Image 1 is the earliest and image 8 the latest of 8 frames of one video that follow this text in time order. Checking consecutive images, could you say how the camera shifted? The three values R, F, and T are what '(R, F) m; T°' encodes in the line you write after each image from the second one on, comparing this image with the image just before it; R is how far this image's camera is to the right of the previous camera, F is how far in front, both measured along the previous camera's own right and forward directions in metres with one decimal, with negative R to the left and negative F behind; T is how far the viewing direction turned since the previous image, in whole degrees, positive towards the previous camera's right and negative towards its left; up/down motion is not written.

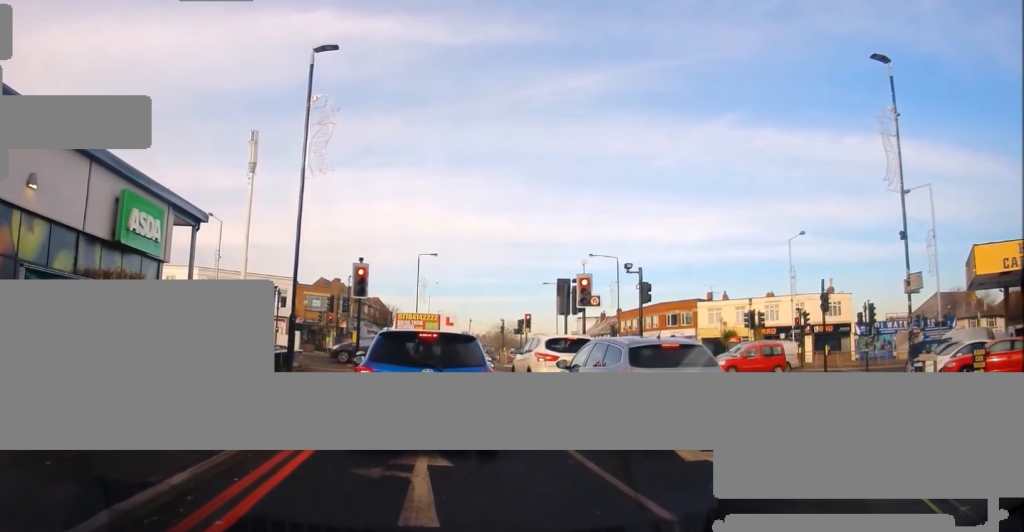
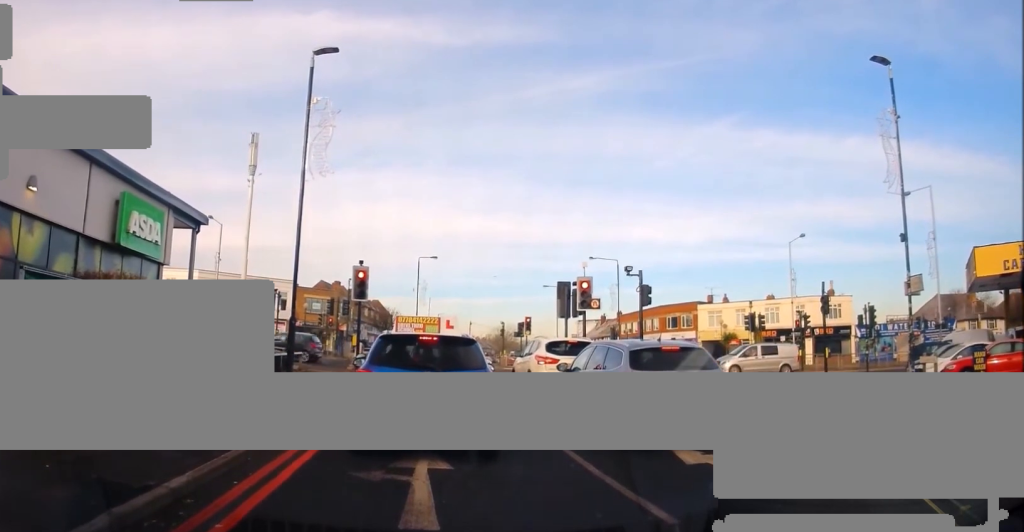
(0.0, +0.2) m; 0°
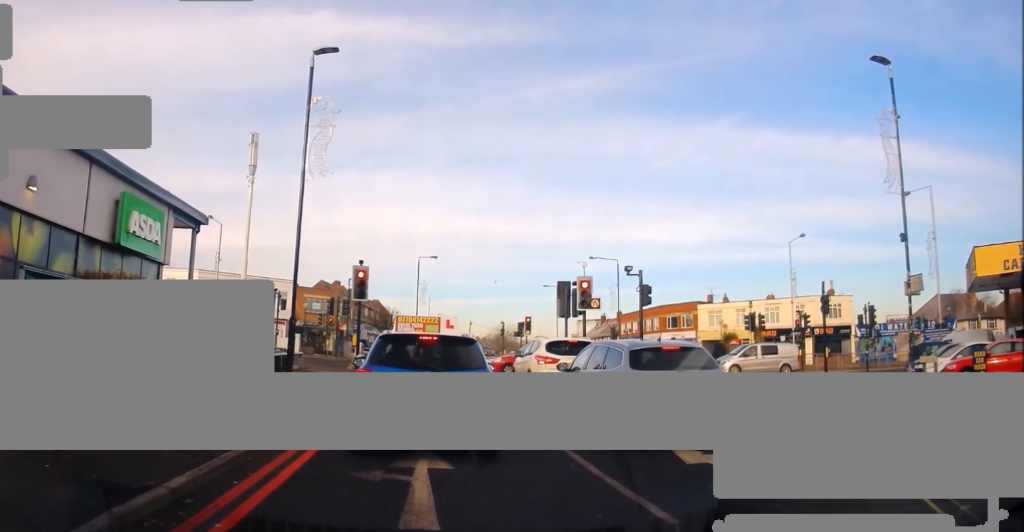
(0.0, +0.2) m; 0°
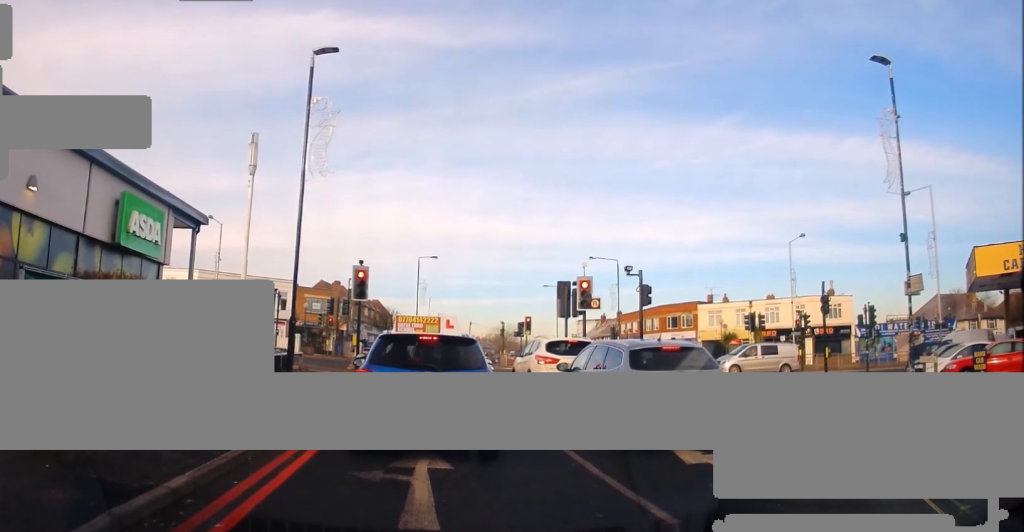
(0.0, 0.0) m; 0°
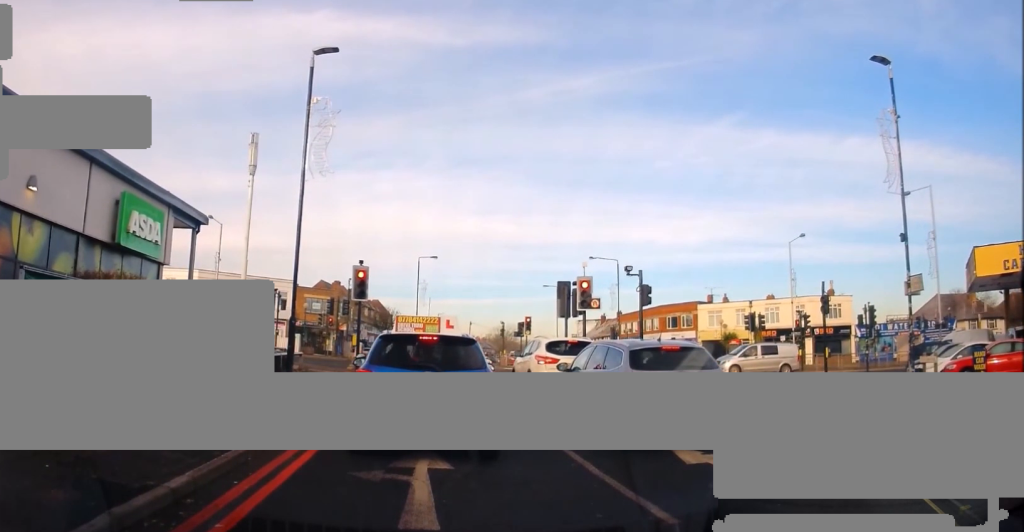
(0.0, 0.0) m; 0°
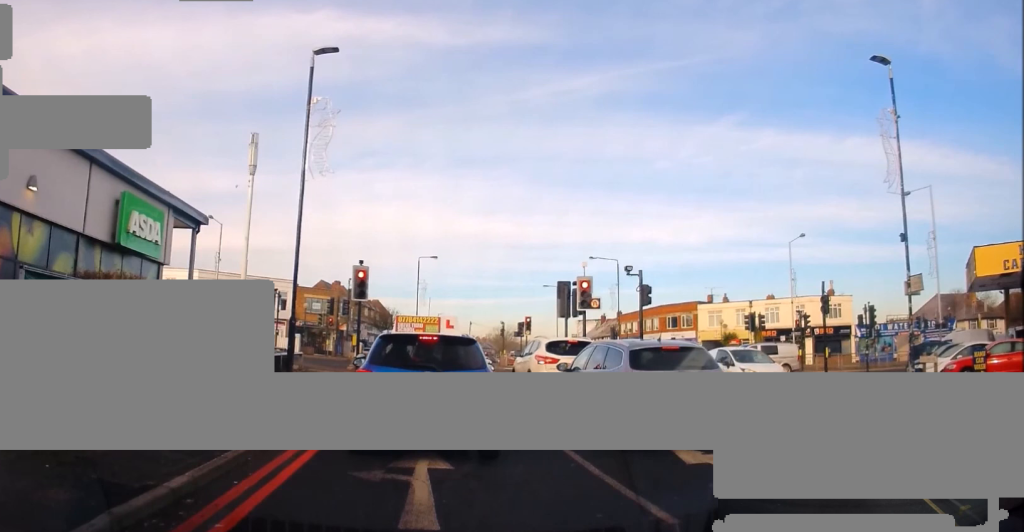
(0.0, 0.0) m; 0°
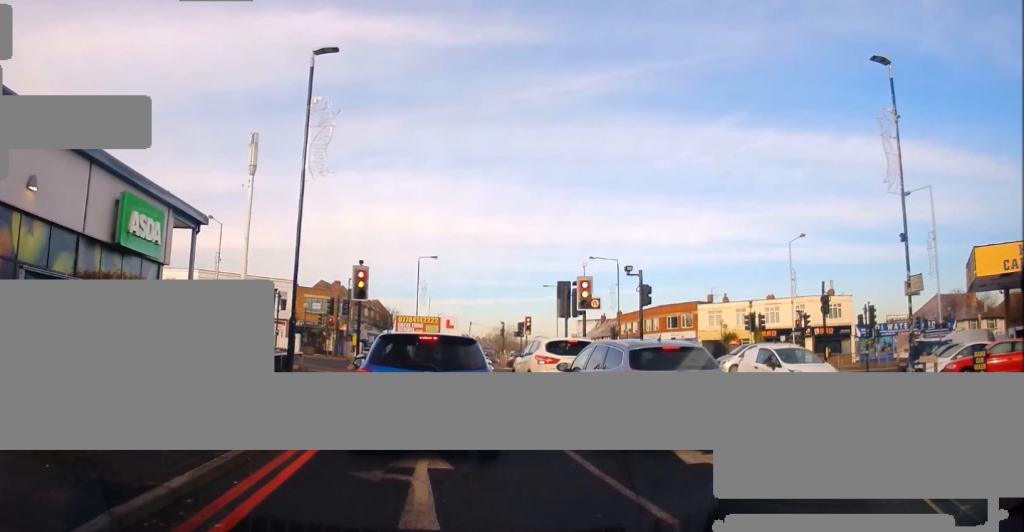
(0.0, 0.0) m; 0°
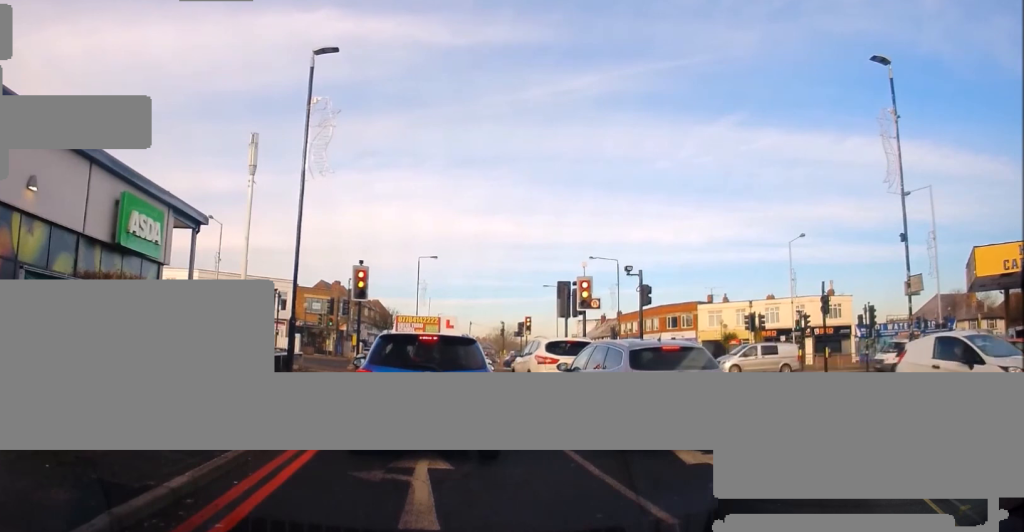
(0.0, 0.0) m; 0°
